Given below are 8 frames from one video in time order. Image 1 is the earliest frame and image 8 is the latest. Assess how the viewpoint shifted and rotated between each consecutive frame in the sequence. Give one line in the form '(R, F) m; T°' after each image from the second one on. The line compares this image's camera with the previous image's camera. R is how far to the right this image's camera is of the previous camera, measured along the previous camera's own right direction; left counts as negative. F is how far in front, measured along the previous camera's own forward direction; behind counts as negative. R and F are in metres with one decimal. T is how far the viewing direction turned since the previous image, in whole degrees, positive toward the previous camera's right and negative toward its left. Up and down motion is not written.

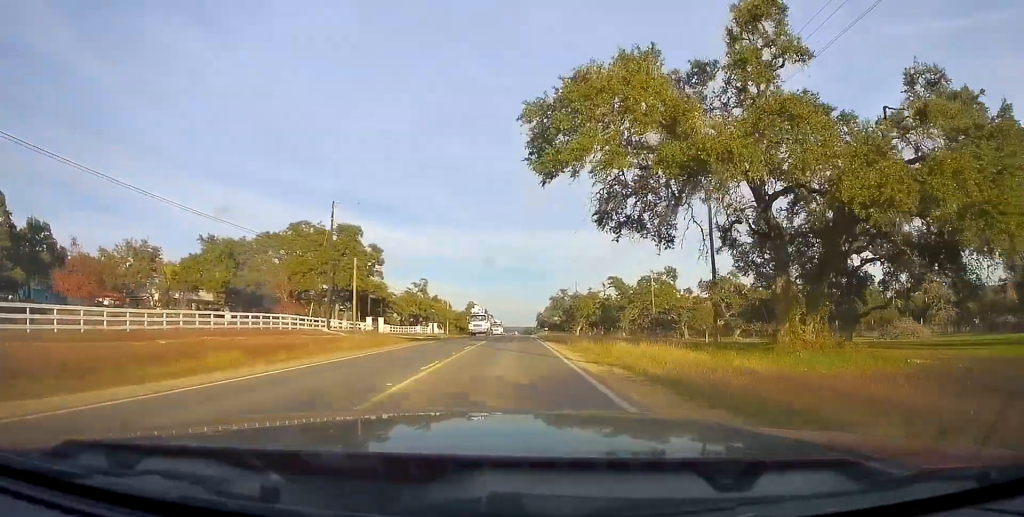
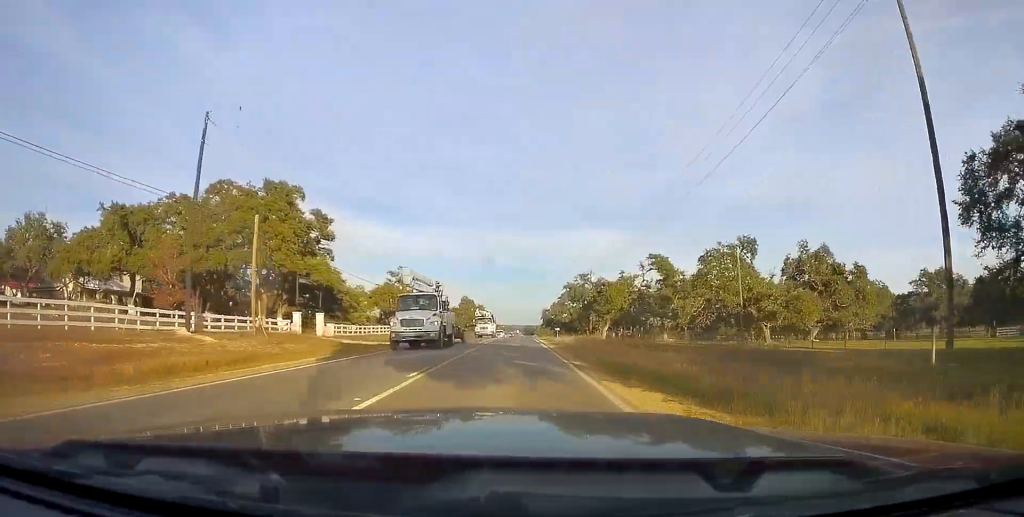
(+0.7, +25.1) m; 0°
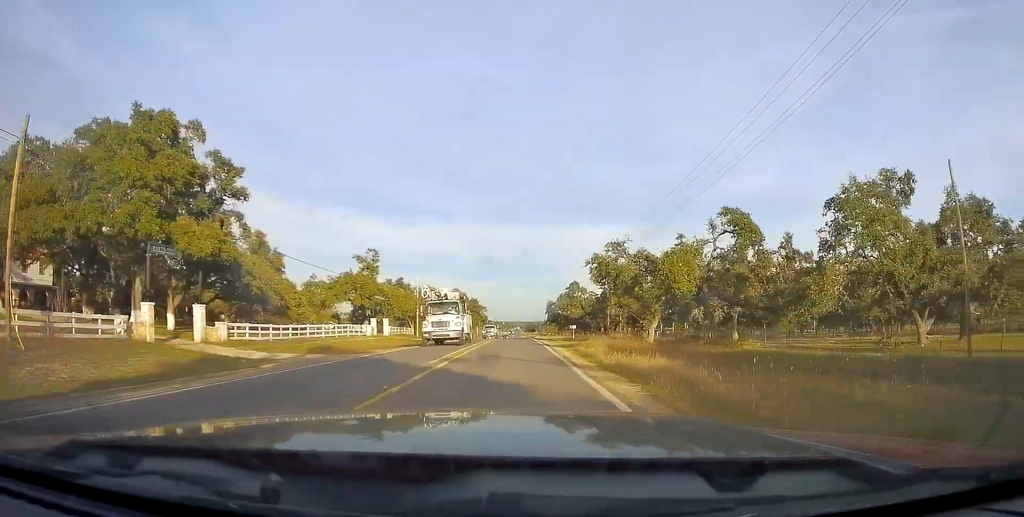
(-0.6, +21.8) m; 0°
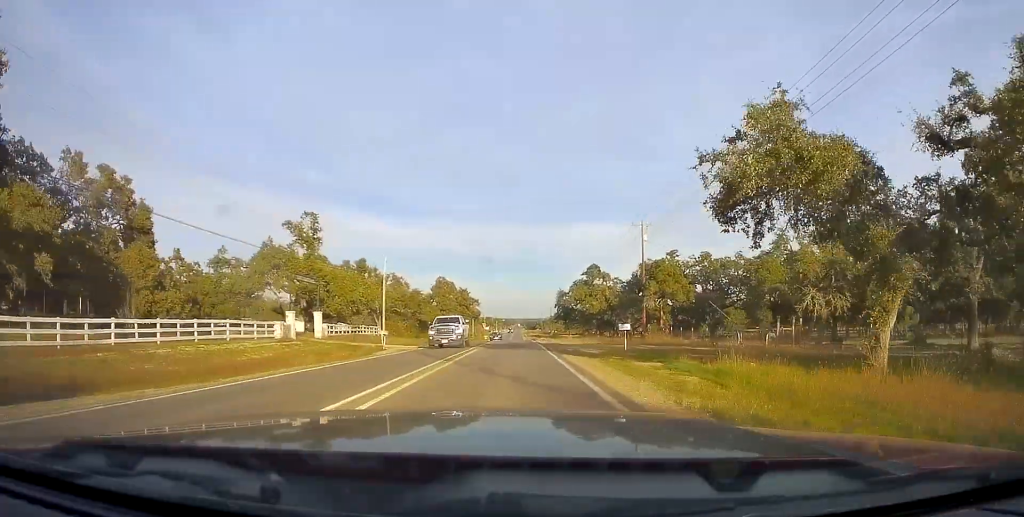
(+0.3, +25.9) m; +1°
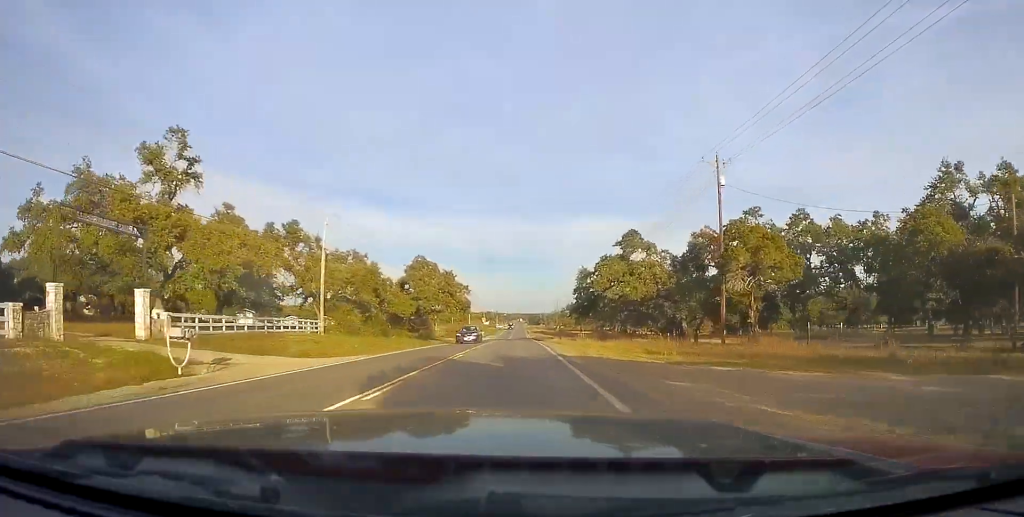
(+0.1, +25.3) m; -1°
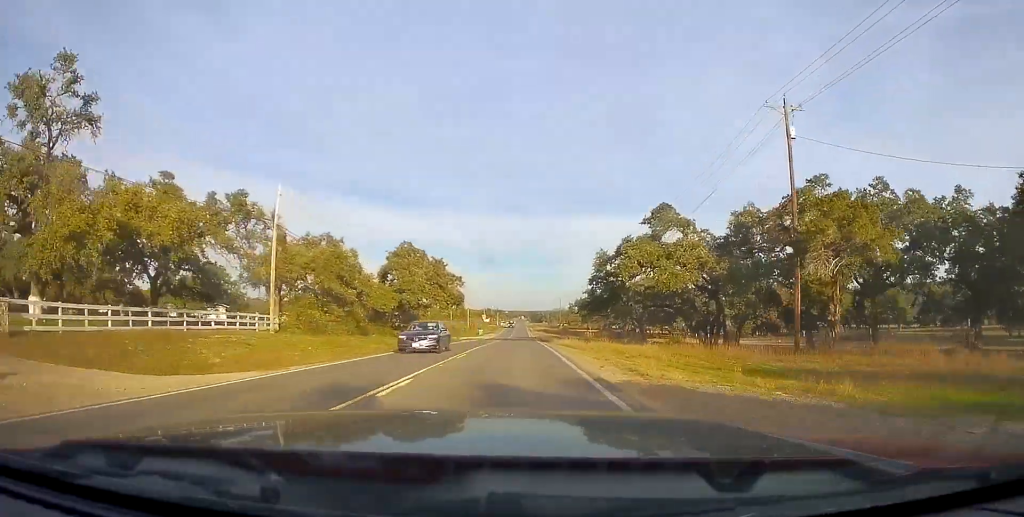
(-0.1, +11.3) m; 0°
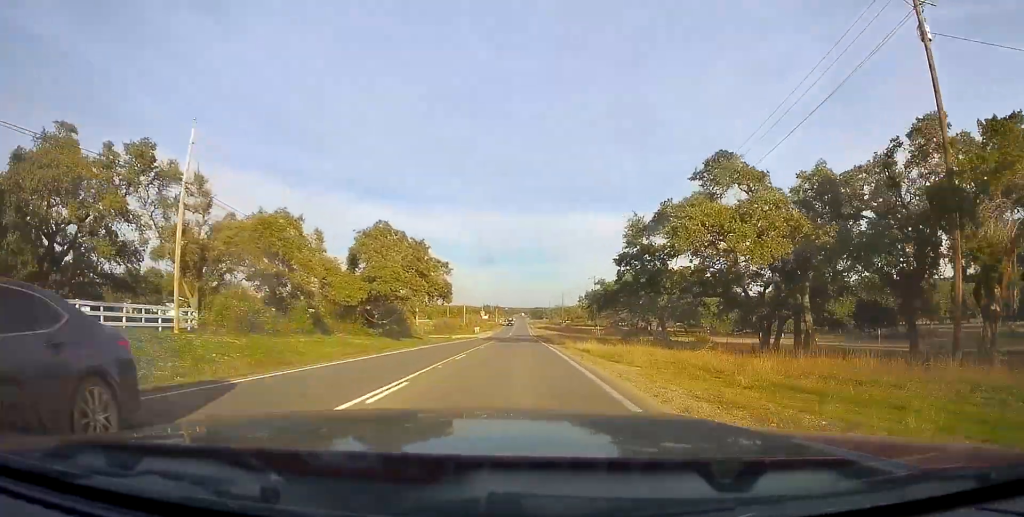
(-0.4, +12.5) m; 0°
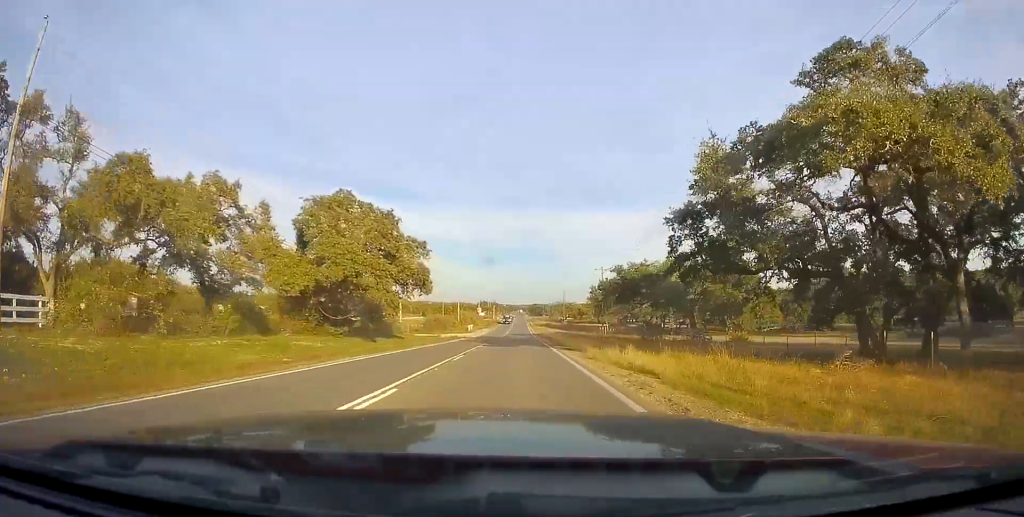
(-0.1, +12.6) m; 0°
